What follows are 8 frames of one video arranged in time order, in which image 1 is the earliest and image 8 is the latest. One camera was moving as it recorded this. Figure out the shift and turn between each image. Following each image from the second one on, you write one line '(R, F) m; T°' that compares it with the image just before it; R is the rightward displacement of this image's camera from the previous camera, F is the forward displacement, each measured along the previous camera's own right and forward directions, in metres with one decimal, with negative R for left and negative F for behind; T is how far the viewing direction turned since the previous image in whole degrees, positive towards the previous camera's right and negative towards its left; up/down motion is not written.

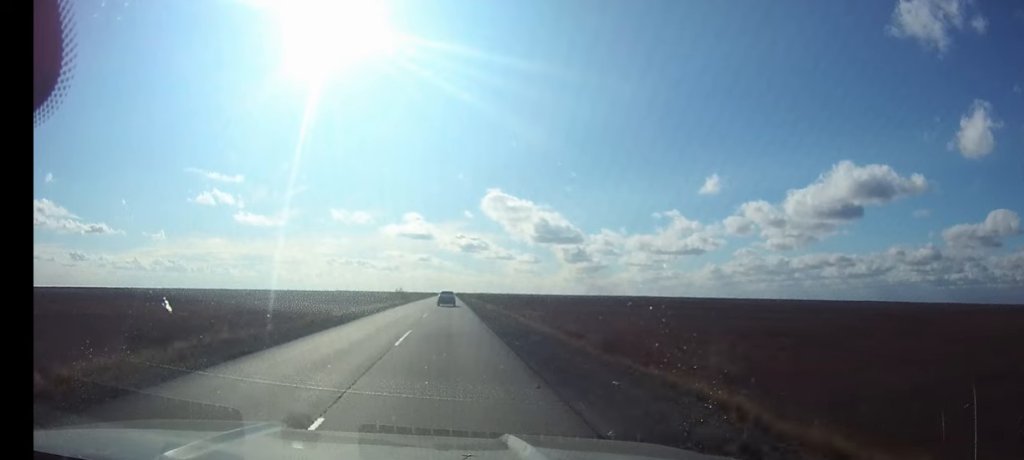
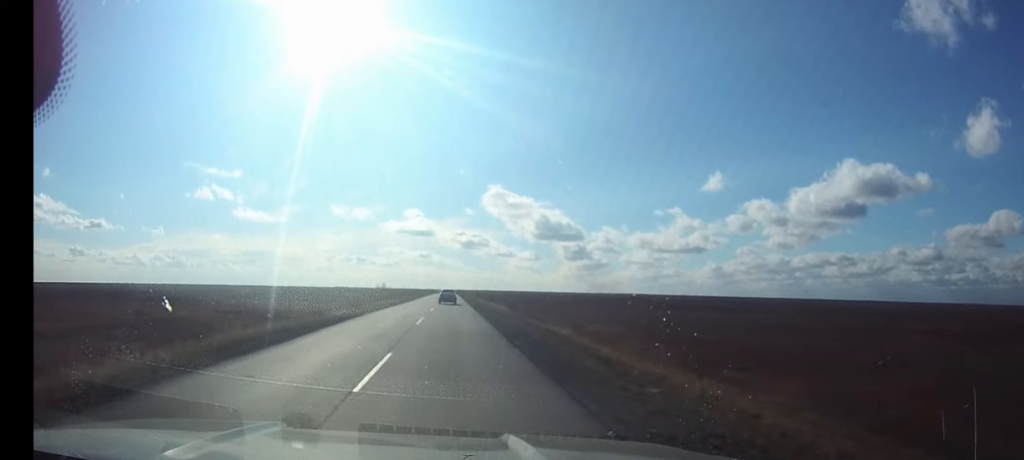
(0.0, +40.6) m; 0°
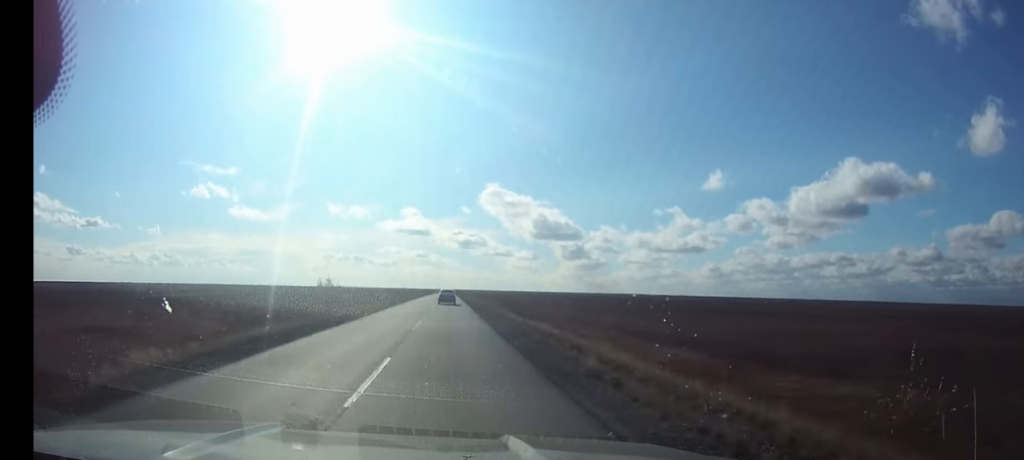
(+0.1, +44.6) m; 0°
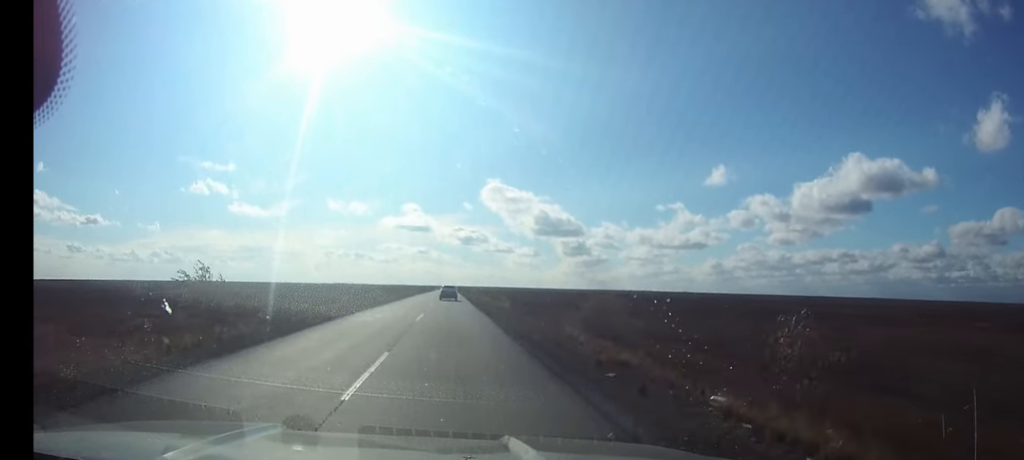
(0.0, +29.0) m; 0°
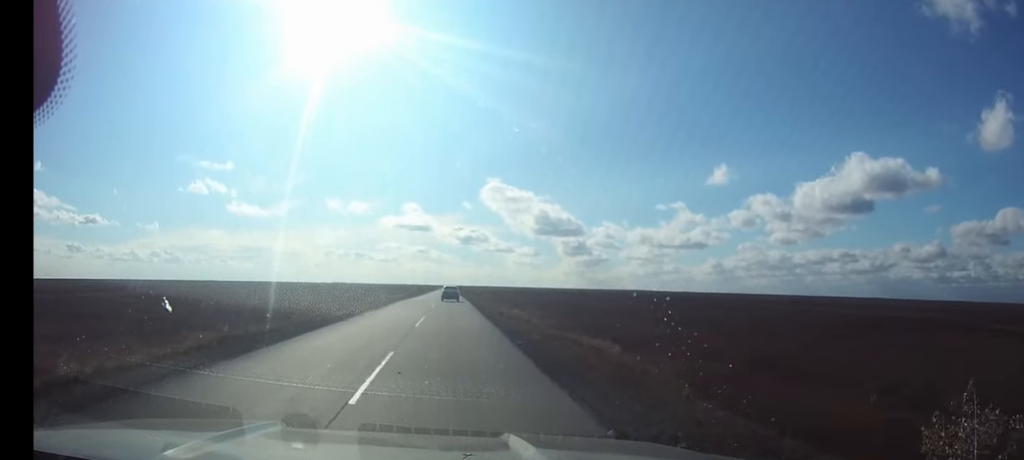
(0.0, +27.7) m; 0°
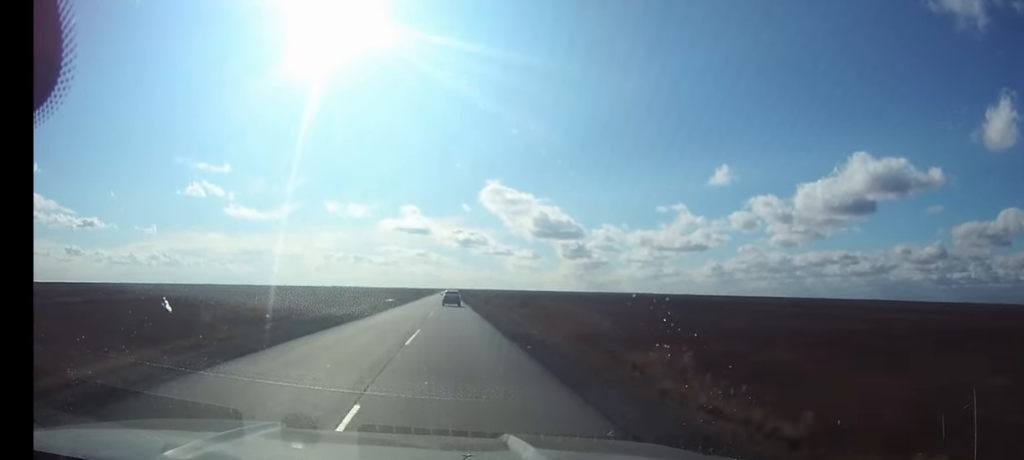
(+0.1, +34.1) m; 0°
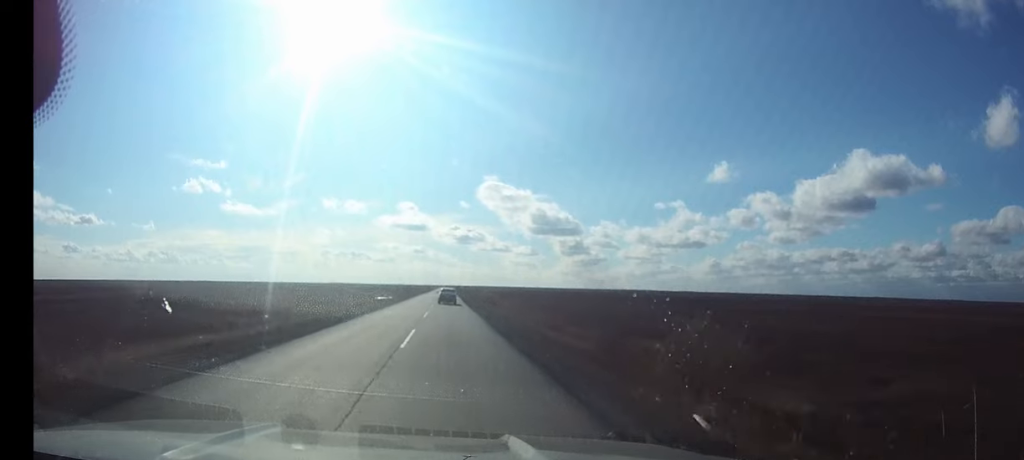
(0.0, +16.7) m; 0°
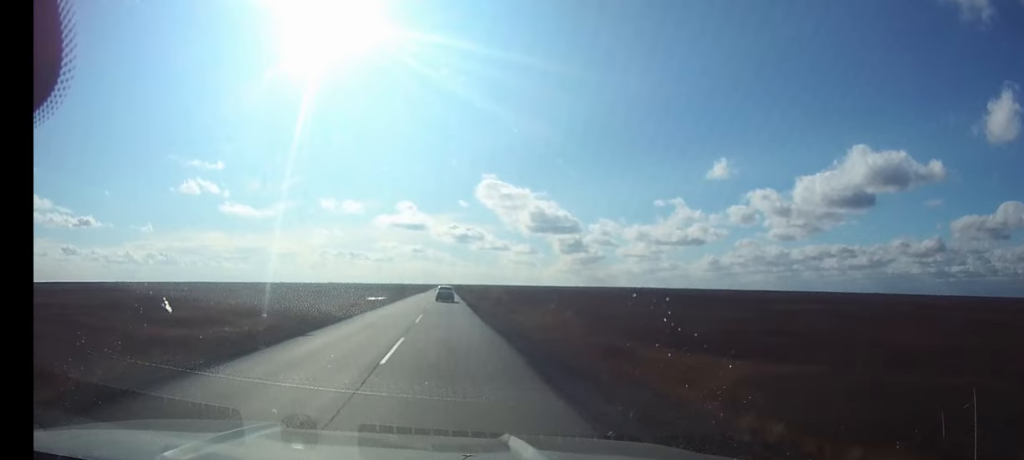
(0.0, +16.2) m; 0°
